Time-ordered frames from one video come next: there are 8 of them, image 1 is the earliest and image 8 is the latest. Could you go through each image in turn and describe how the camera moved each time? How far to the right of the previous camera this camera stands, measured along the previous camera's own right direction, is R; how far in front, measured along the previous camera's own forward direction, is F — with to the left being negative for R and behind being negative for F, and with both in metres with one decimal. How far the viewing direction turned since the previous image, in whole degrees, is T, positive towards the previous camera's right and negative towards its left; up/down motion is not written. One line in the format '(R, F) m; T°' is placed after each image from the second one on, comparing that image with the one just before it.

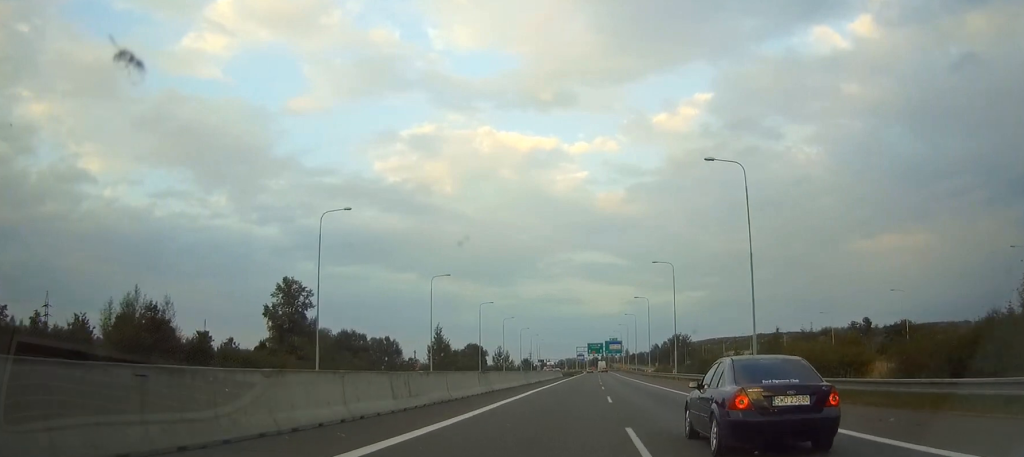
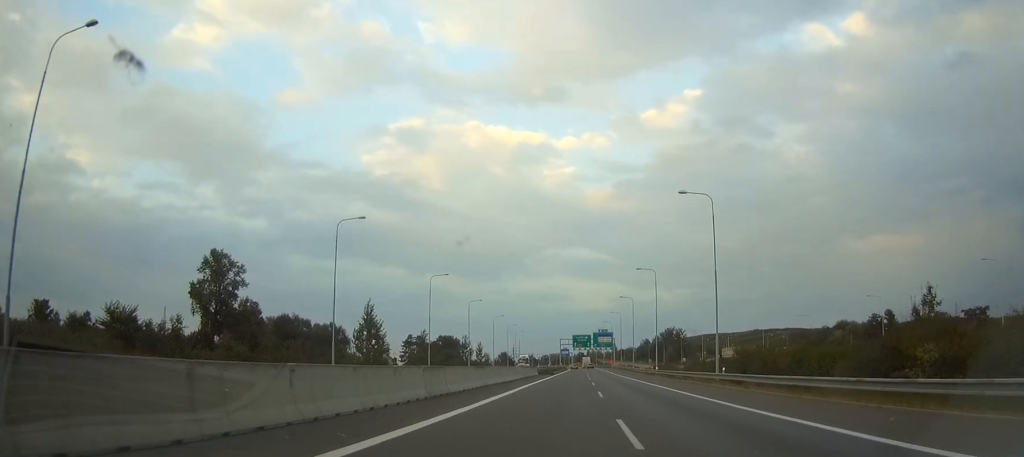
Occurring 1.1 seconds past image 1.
(+0.1, +34.5) m; 0°
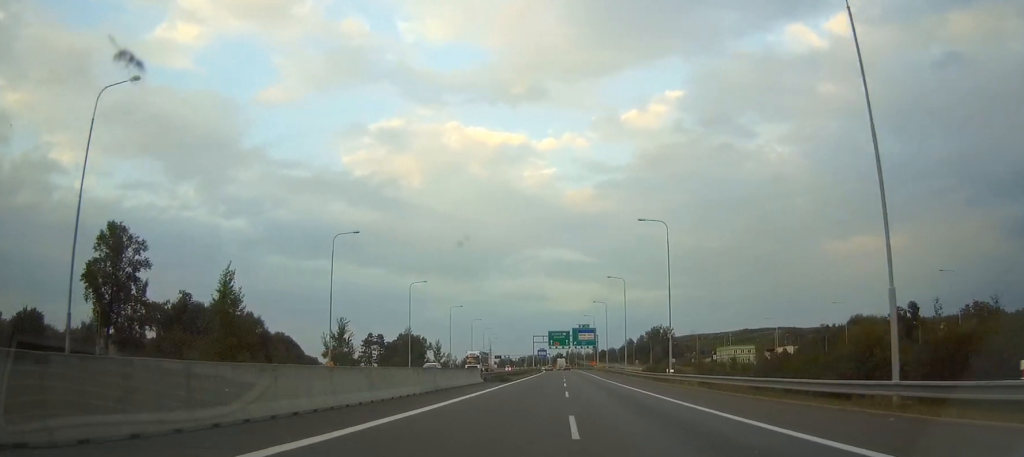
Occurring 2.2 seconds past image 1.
(0.0, +33.8) m; +1°
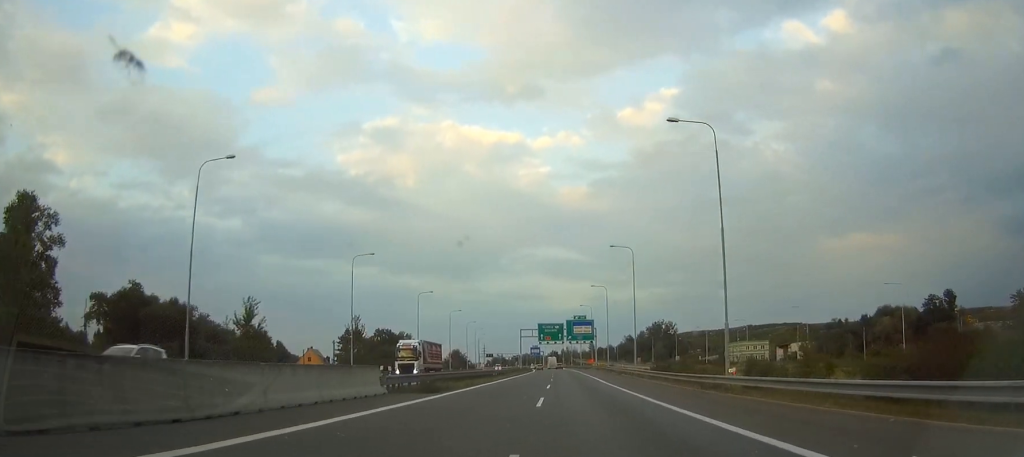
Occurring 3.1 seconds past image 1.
(+0.3, +26.0) m; +1°
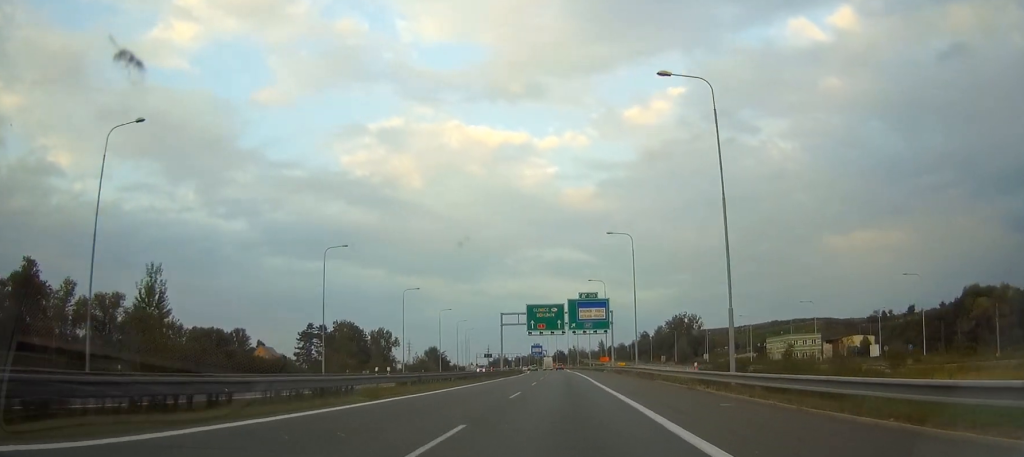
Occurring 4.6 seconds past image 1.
(+0.1, +48.3) m; 0°
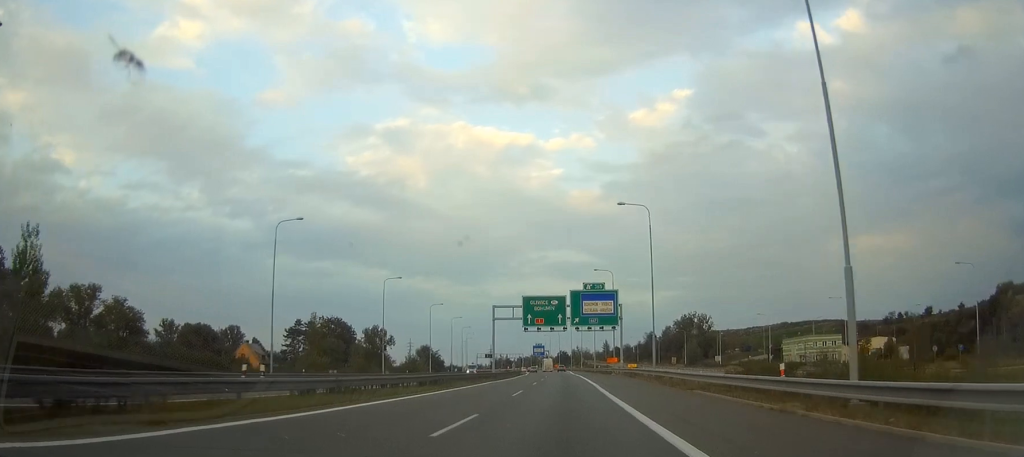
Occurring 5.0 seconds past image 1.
(0.0, +14.5) m; 0°
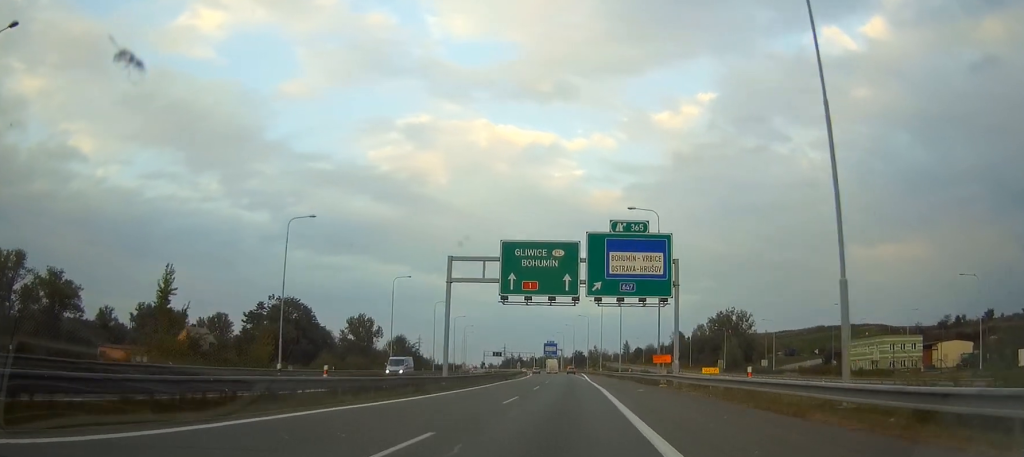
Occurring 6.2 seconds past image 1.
(-0.4, +41.2) m; -1°
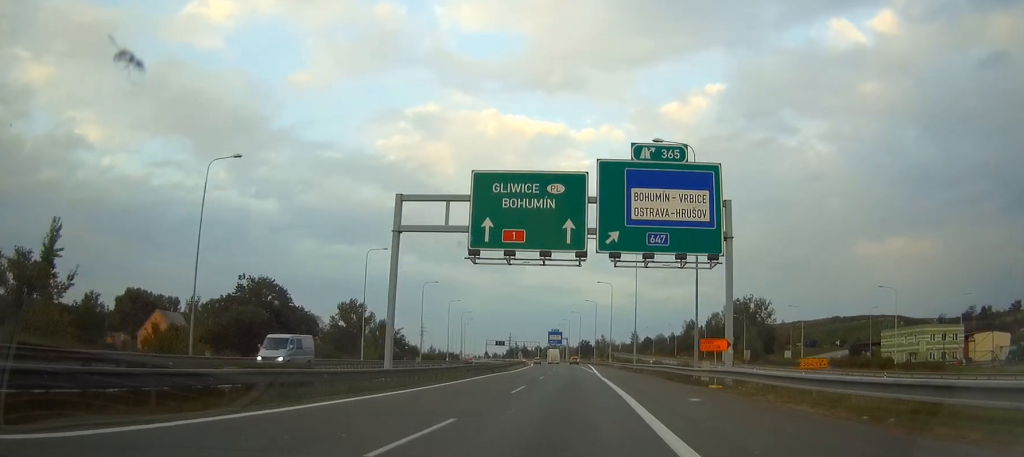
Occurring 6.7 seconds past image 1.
(-0.1, +16.6) m; -1°
